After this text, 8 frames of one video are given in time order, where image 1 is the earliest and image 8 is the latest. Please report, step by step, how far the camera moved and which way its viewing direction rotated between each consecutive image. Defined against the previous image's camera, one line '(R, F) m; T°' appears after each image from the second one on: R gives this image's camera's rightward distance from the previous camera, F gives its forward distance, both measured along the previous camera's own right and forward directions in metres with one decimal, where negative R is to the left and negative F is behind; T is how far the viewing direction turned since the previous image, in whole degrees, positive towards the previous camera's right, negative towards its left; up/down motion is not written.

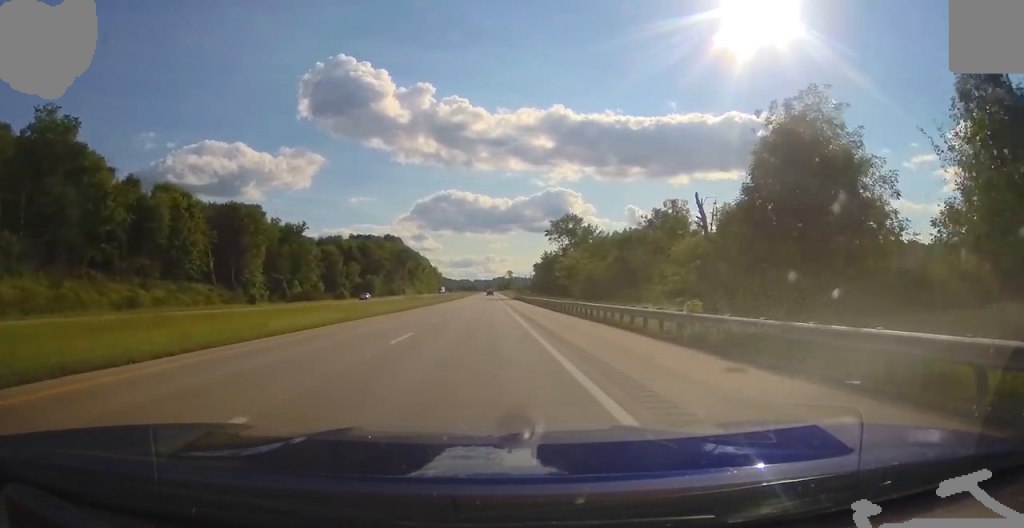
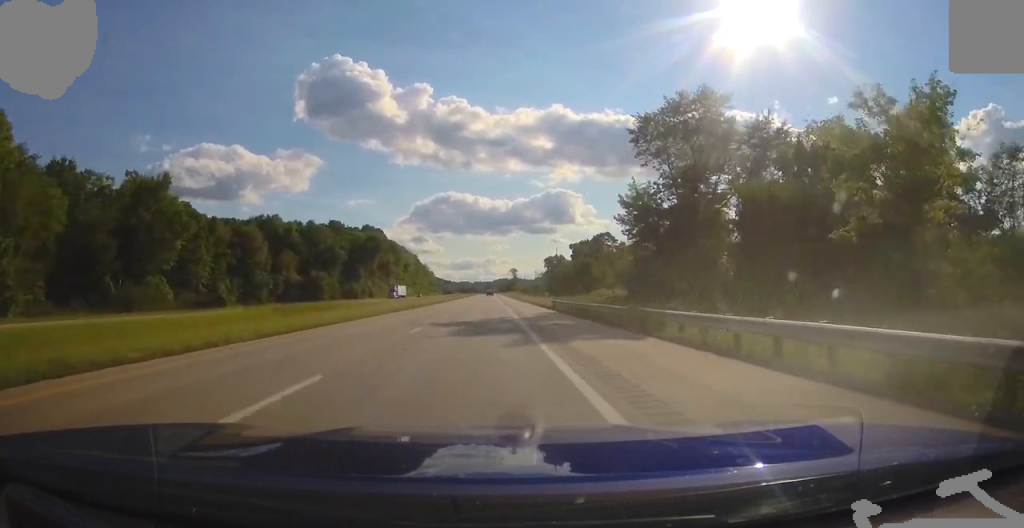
(-0.1, +82.7) m; 0°
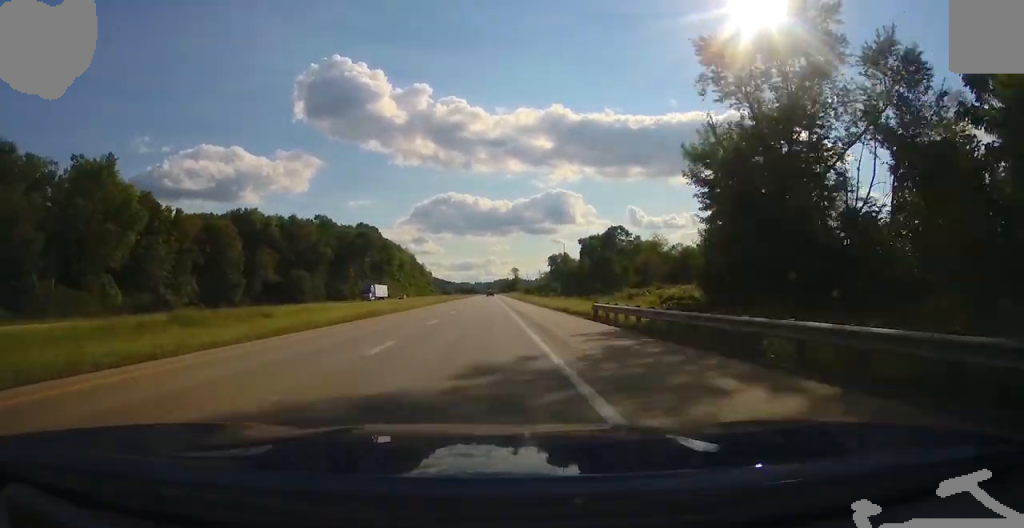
(0.0, +18.1) m; 0°
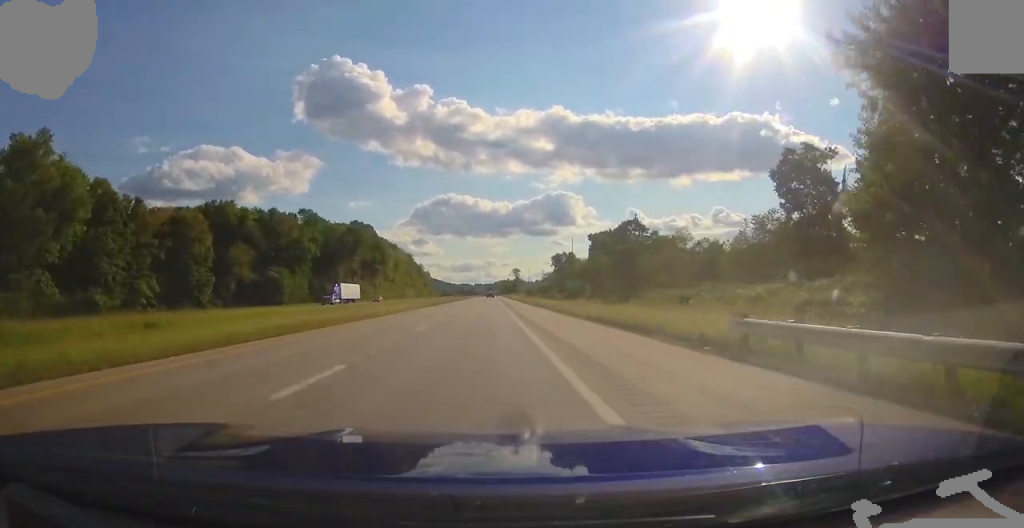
(0.0, +17.1) m; 0°
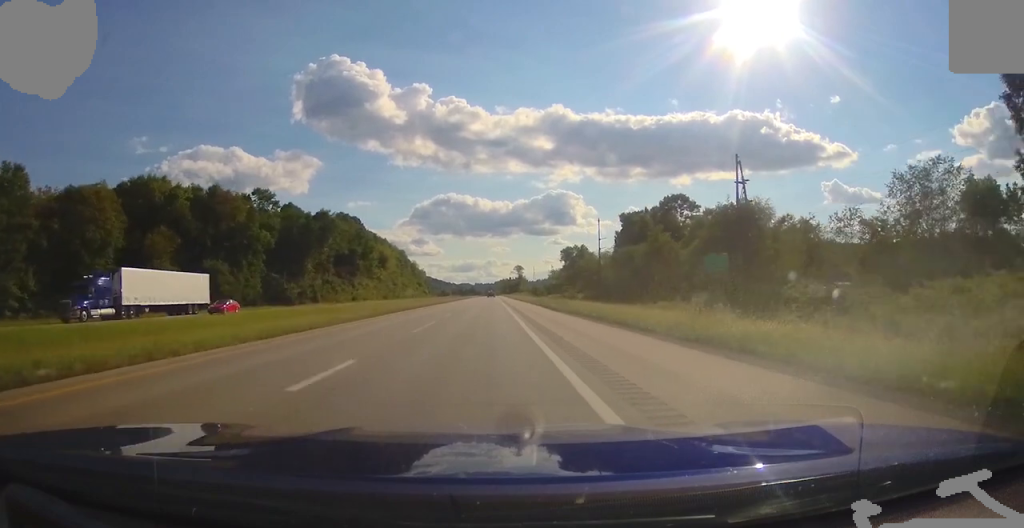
(-0.1, +36.6) m; 0°
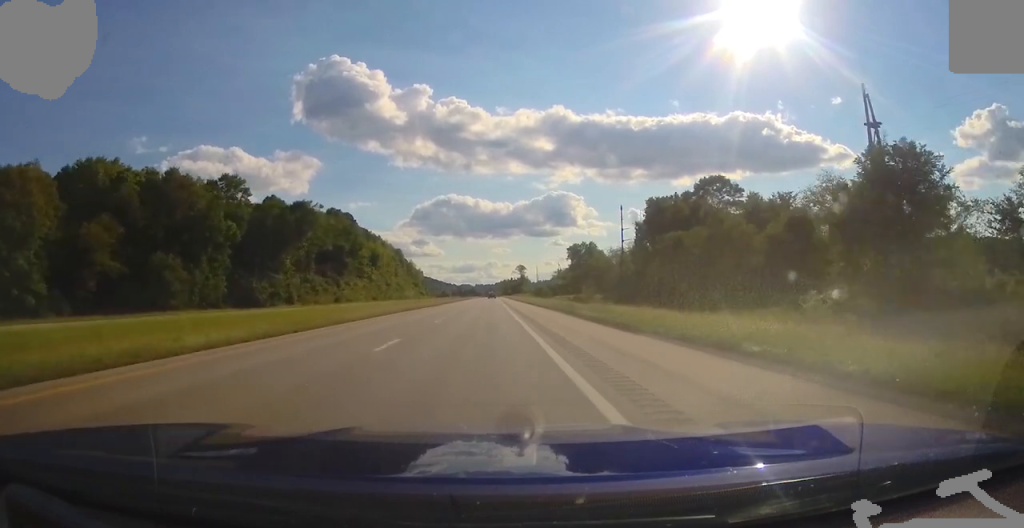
(0.0, +19.4) m; 0°
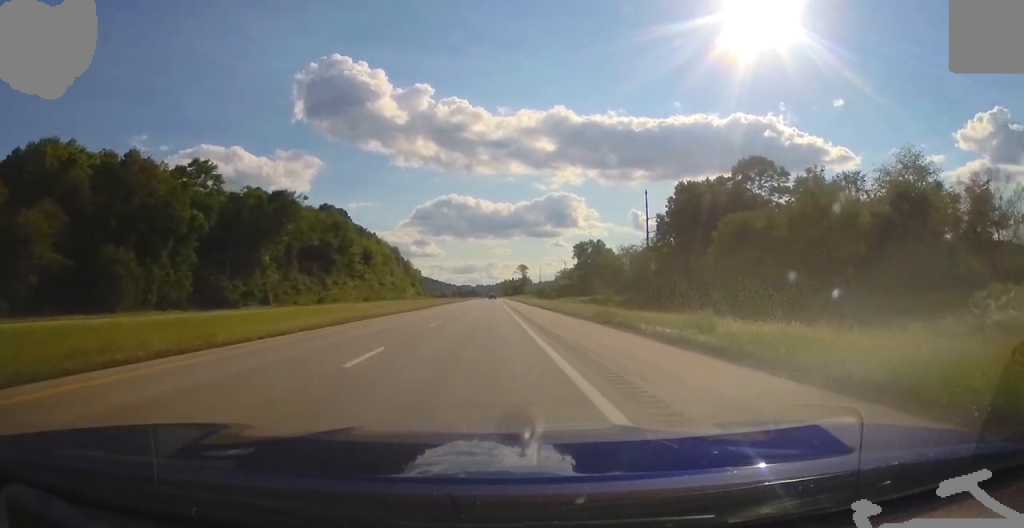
(0.0, +14.9) m; 0°
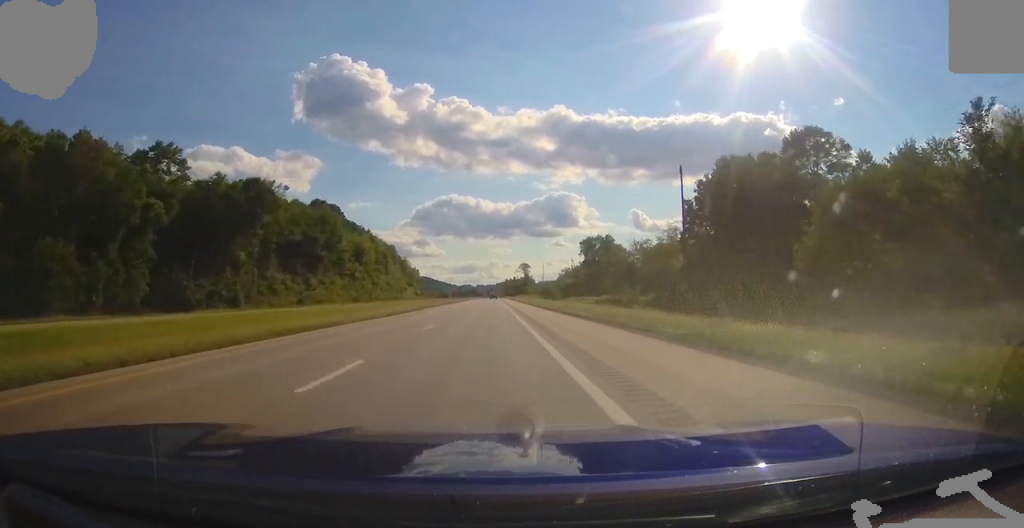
(-0.1, +14.9) m; 0°
